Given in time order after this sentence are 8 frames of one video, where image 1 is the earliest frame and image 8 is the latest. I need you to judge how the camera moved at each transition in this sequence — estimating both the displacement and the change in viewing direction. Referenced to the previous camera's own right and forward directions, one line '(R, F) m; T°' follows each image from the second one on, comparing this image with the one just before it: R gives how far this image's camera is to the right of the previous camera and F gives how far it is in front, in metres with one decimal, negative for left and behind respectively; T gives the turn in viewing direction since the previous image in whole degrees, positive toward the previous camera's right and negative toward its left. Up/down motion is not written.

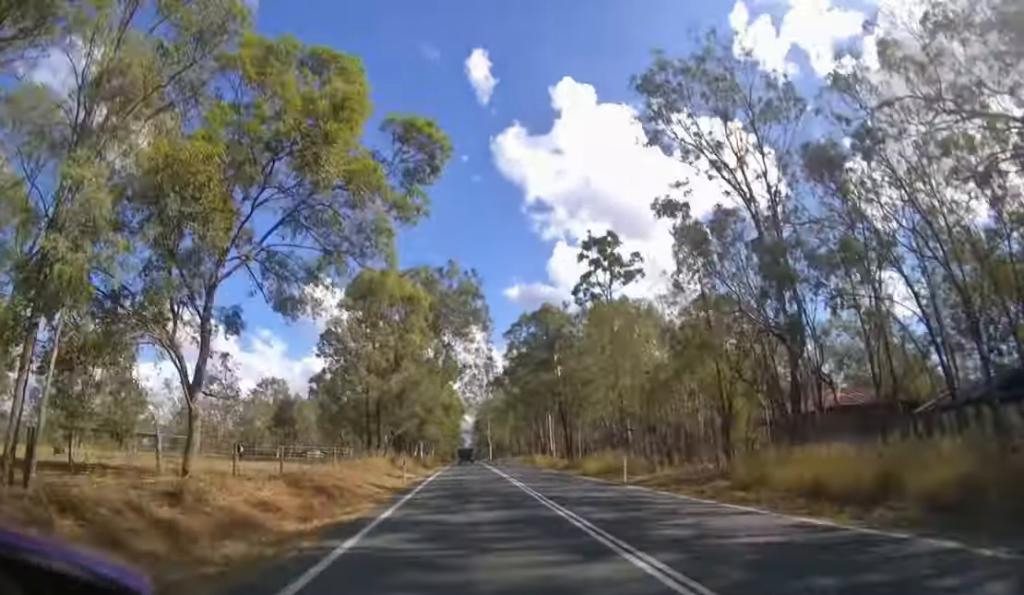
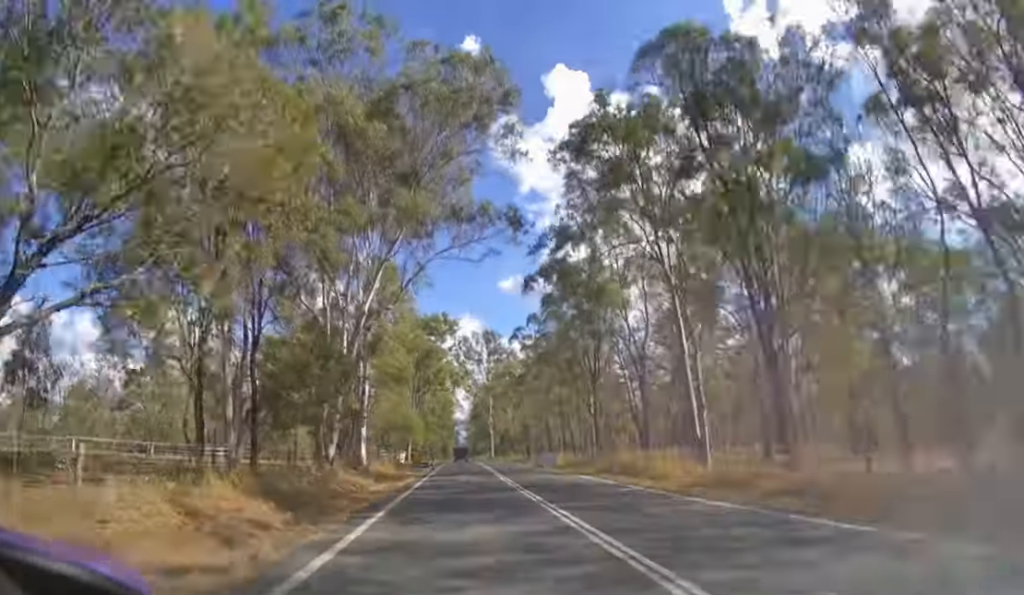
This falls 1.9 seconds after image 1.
(0.0, +32.3) m; 0°
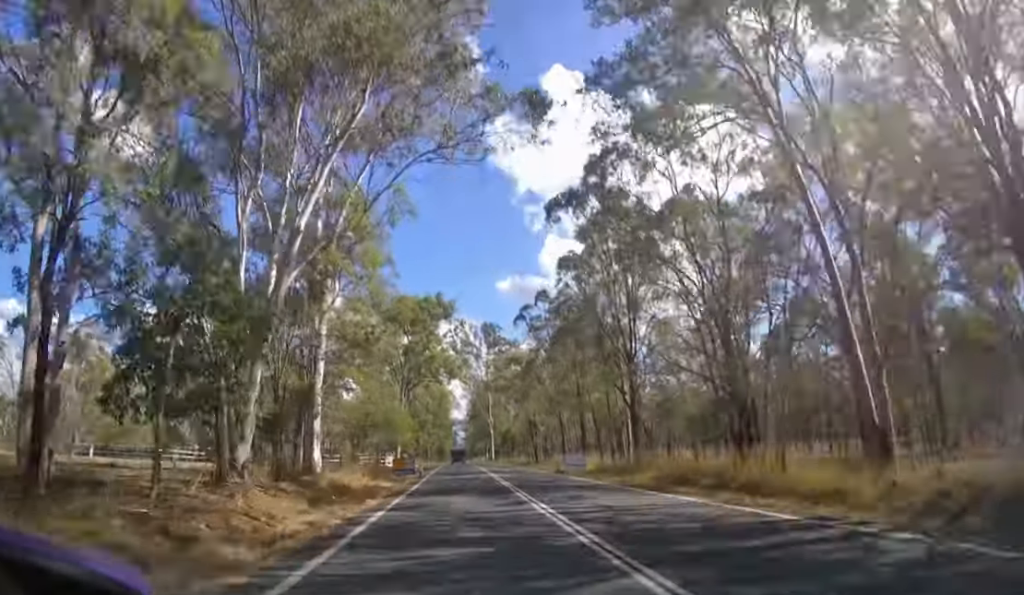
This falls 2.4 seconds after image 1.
(0.0, +9.7) m; 0°
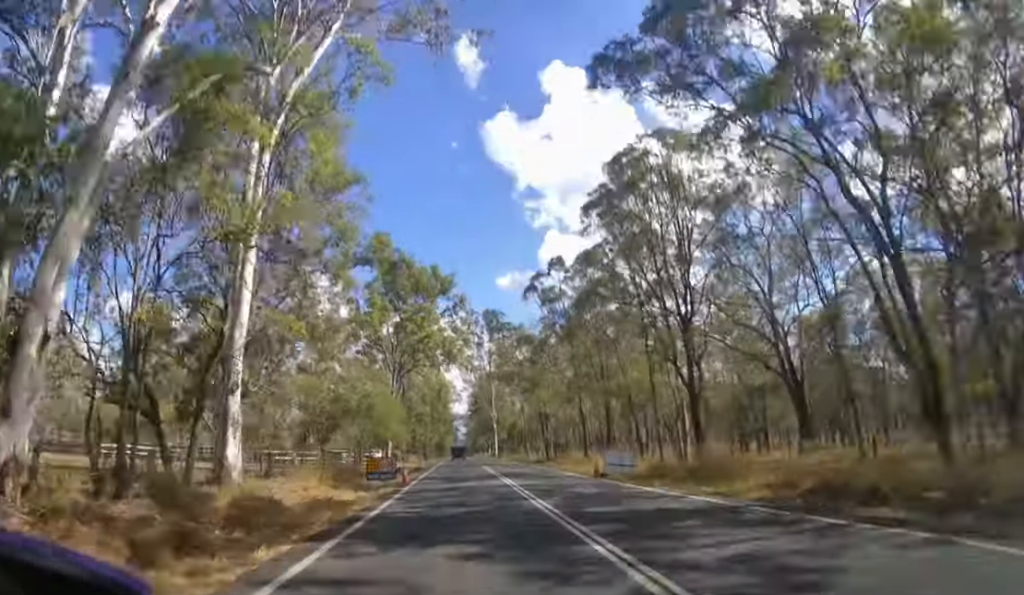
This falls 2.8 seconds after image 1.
(0.0, +7.9) m; 0°
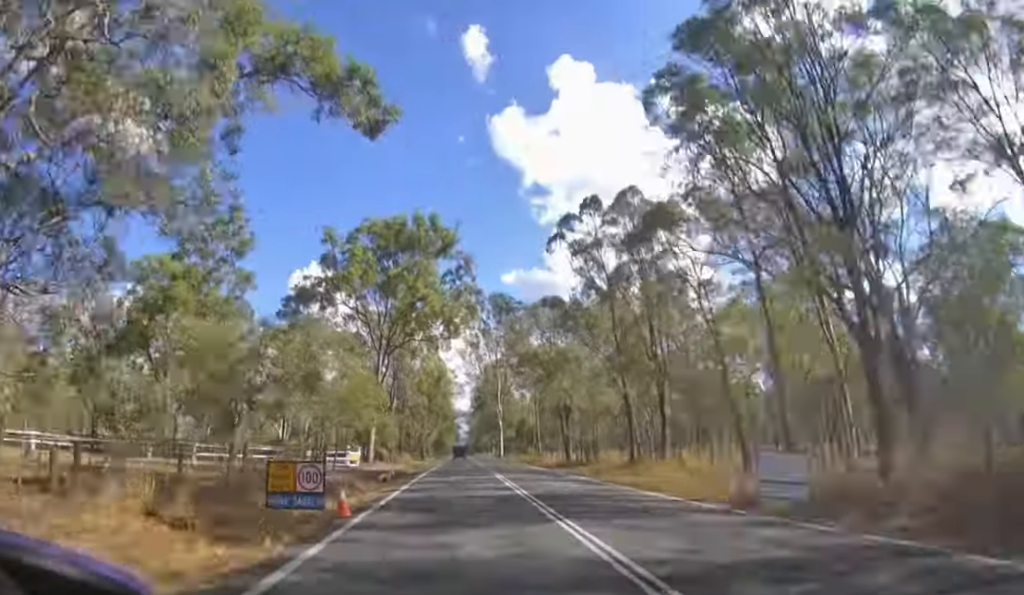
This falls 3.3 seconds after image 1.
(0.0, +10.7) m; 0°
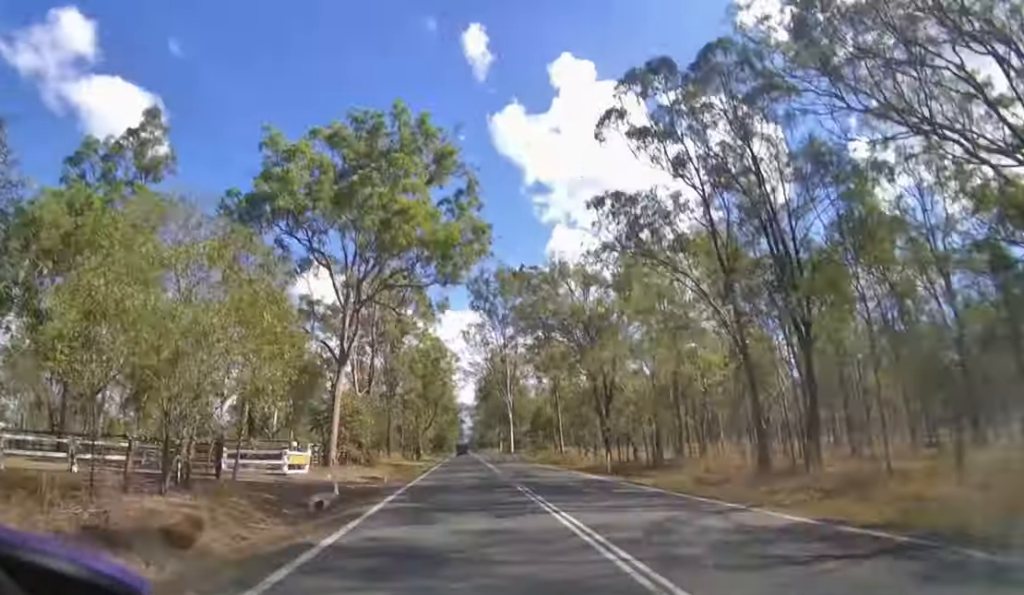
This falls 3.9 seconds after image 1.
(0.0, +13.9) m; 0°
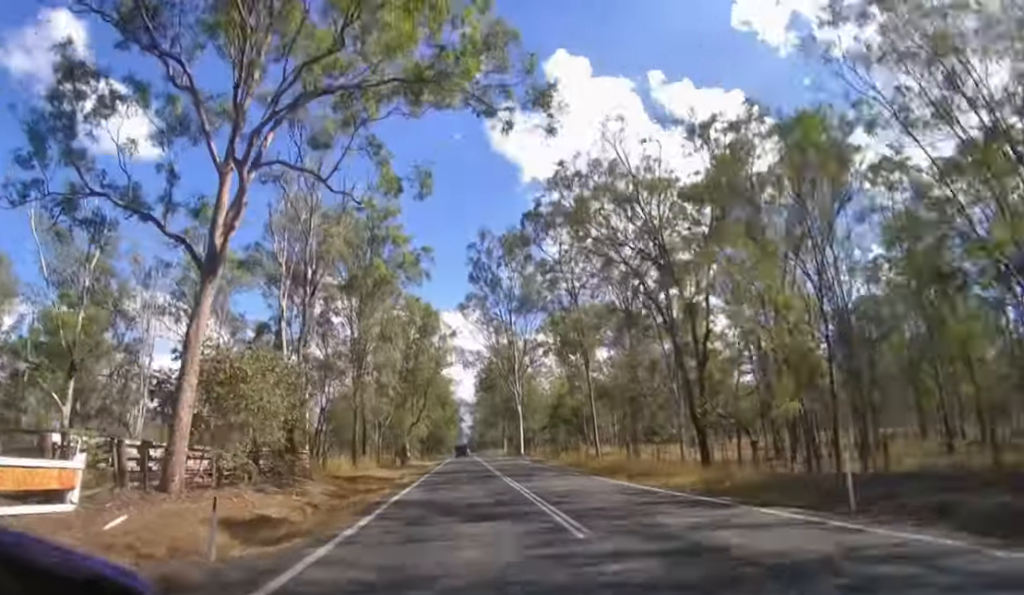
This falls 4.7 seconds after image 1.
(0.0, +17.8) m; 0°
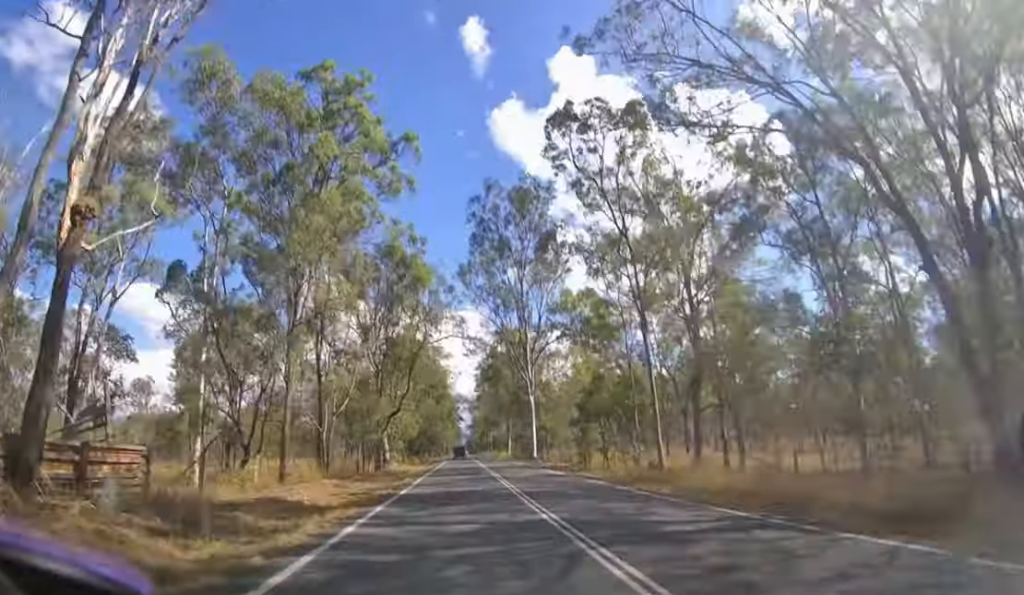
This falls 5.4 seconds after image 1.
(0.0, +16.8) m; 0°
